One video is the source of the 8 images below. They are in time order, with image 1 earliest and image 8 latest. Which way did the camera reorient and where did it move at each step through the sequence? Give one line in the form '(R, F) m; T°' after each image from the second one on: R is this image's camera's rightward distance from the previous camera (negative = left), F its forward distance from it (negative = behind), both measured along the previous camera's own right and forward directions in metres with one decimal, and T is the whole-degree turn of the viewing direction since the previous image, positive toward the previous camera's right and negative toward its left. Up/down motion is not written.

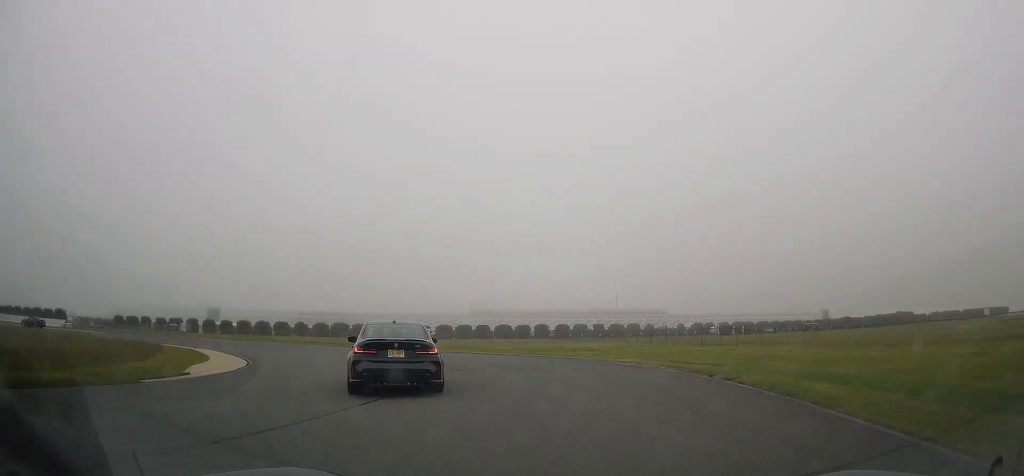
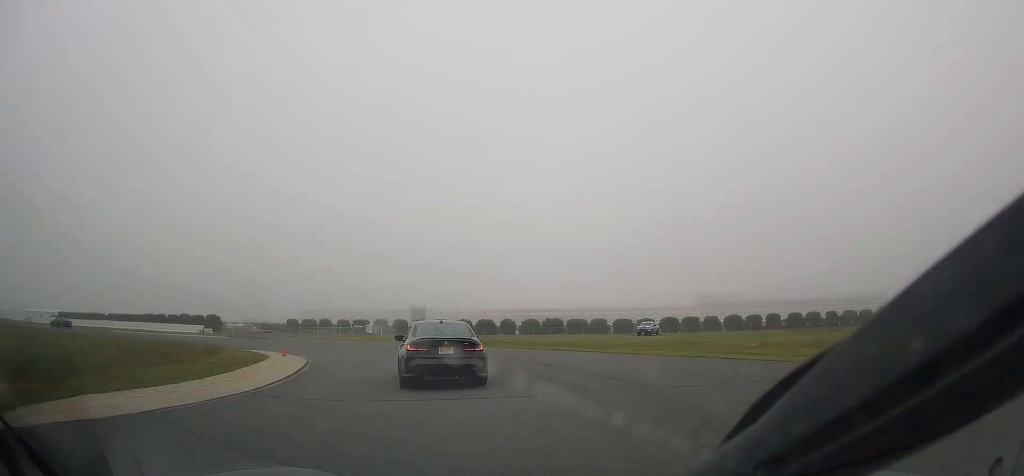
(-2.9, +13.0) m; -22°
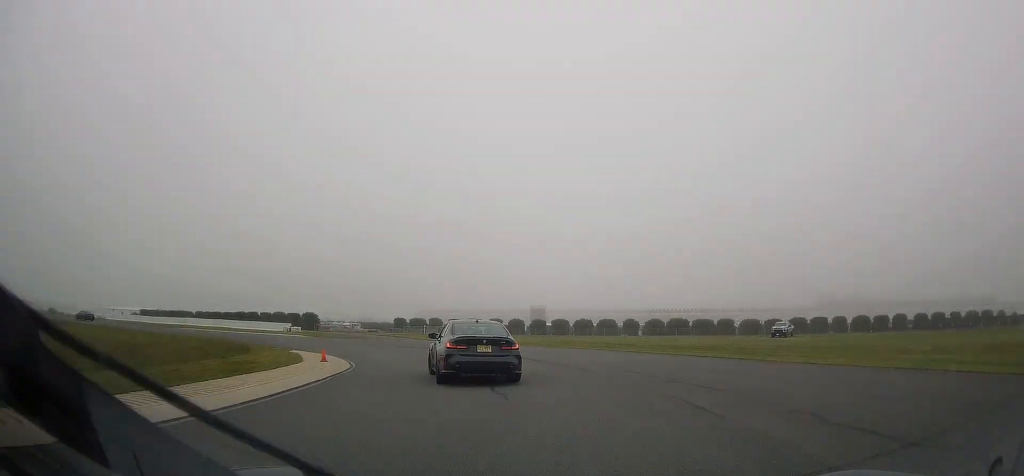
(-0.4, +7.4) m; -13°
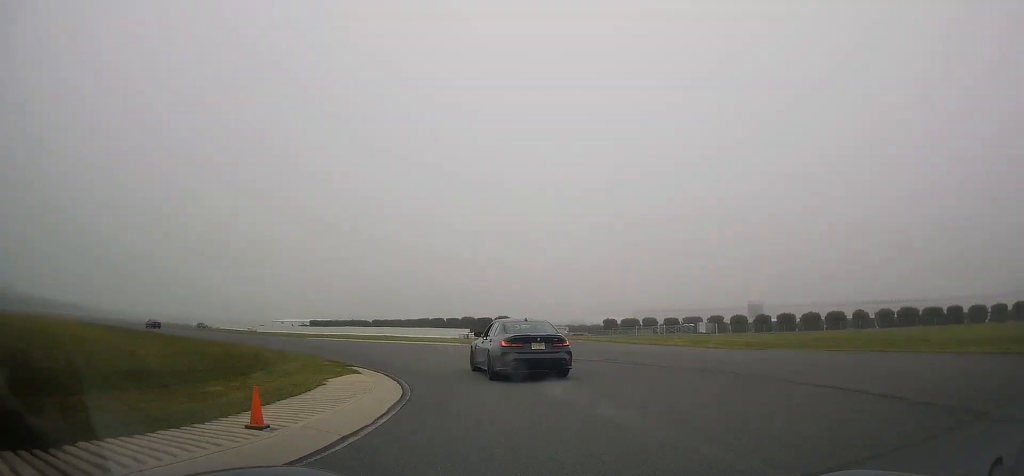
(-2.5, +14.4) m; -21°
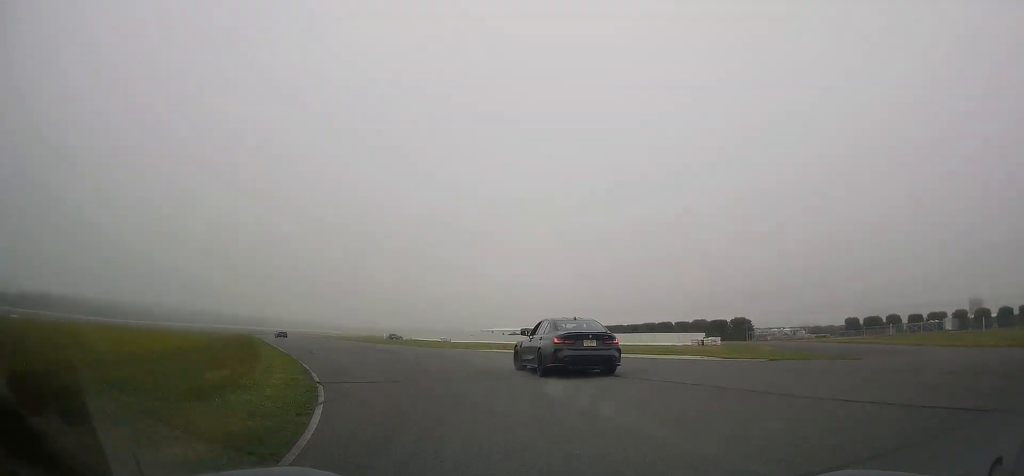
(-3.1, +15.8) m; -21°
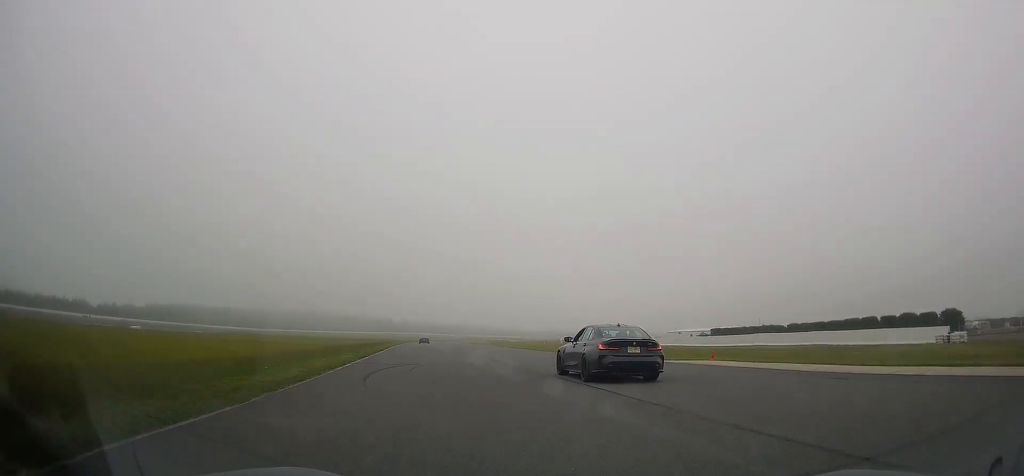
(-2.6, +14.3) m; -14°
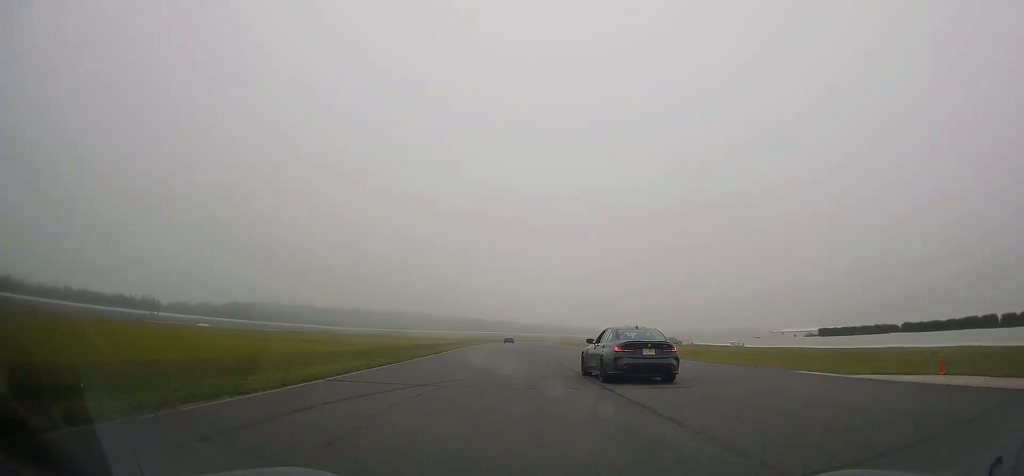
(-0.9, +11.4) m; -8°
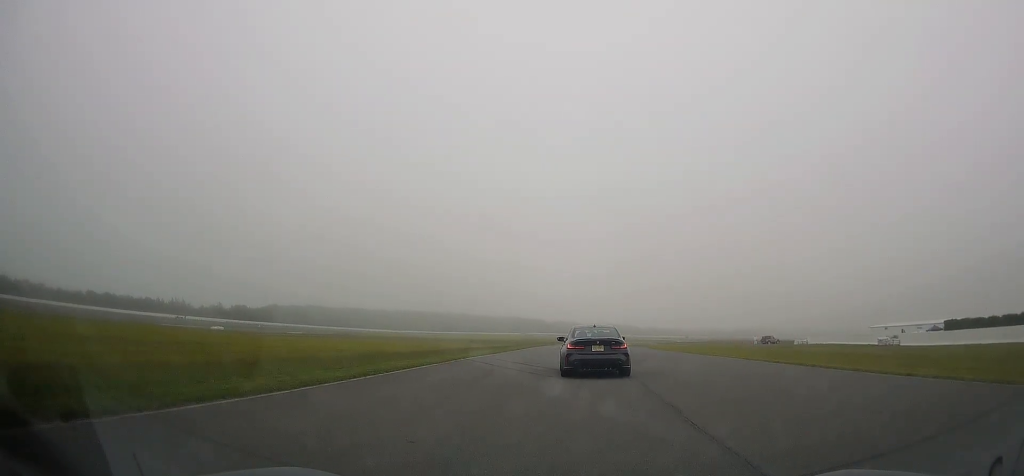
(-3.2, +31.2) m; -7°
